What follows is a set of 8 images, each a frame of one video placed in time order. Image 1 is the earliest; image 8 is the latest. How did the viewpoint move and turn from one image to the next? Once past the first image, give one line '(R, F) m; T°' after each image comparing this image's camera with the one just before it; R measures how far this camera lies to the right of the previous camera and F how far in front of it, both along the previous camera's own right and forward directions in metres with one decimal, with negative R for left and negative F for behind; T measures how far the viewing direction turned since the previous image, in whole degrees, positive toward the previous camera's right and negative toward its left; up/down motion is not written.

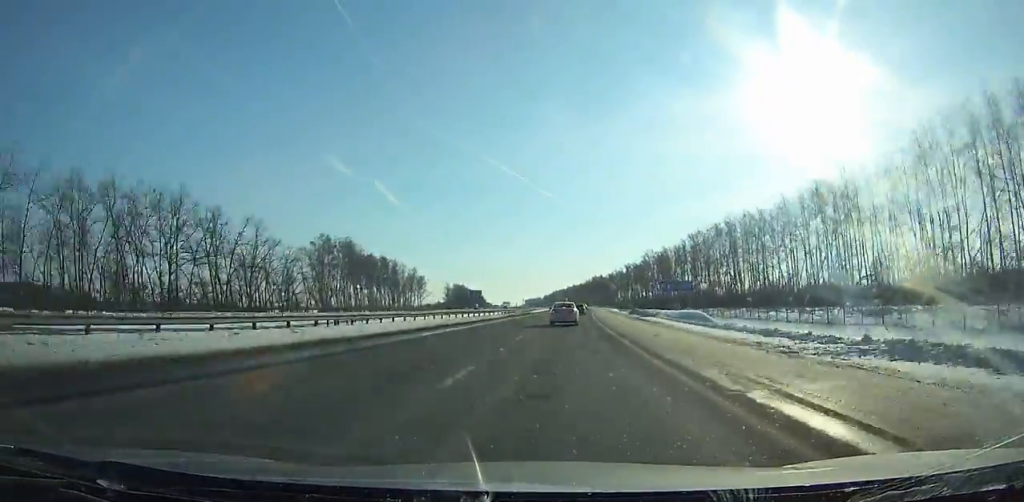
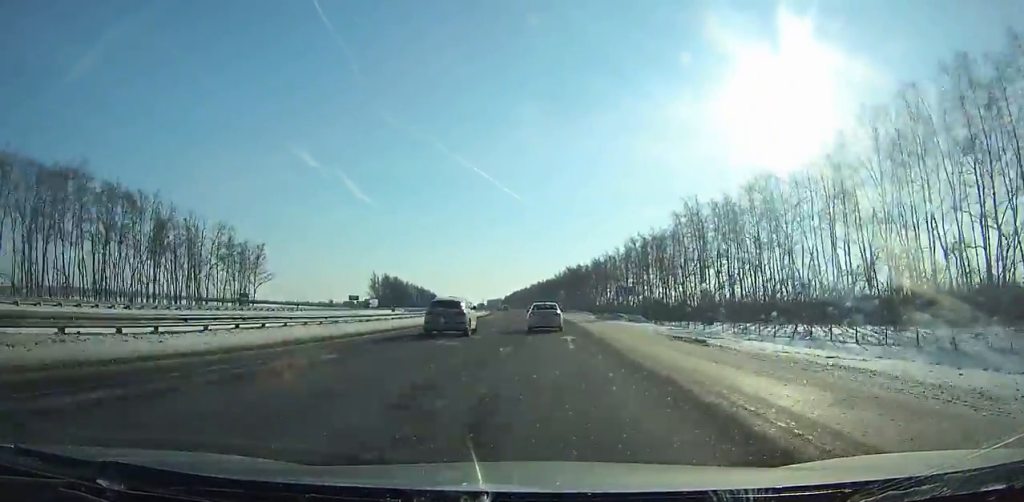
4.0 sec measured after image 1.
(+2.1, +105.3) m; 0°
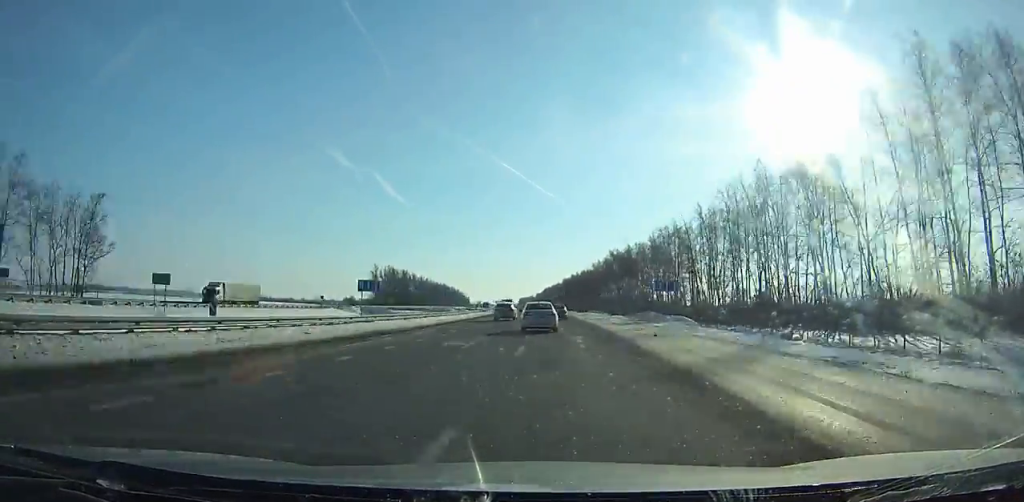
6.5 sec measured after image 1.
(-0.5, +63.9) m; -3°
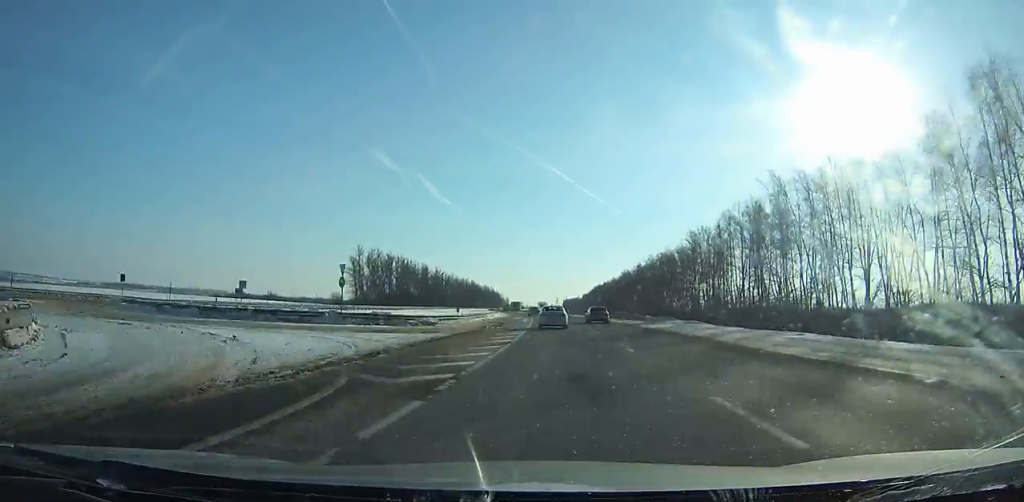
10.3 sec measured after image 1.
(-5.0, +97.7) m; -5°
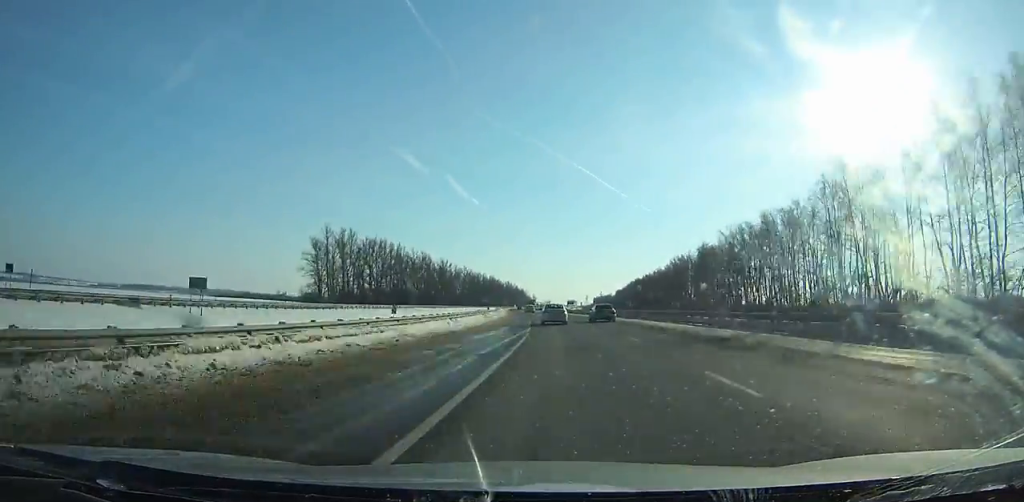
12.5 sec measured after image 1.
(-0.5, +58.1) m; -2°
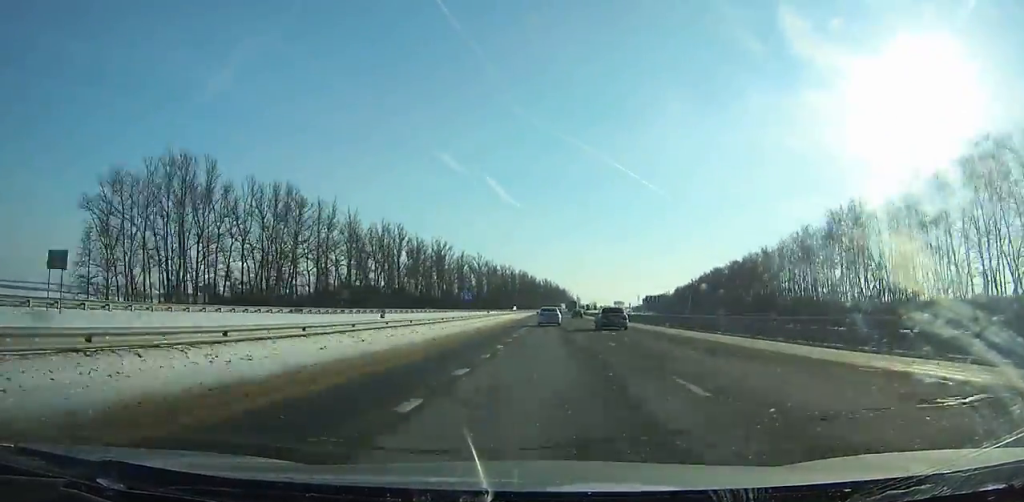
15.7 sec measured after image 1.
(-3.2, +87.9) m; -3°
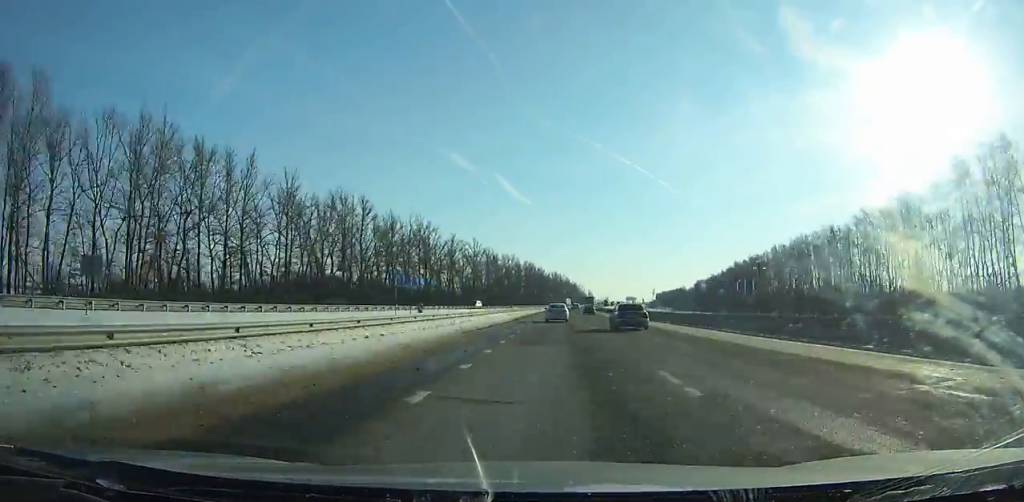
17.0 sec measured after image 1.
(-0.6, +36.9) m; 0°
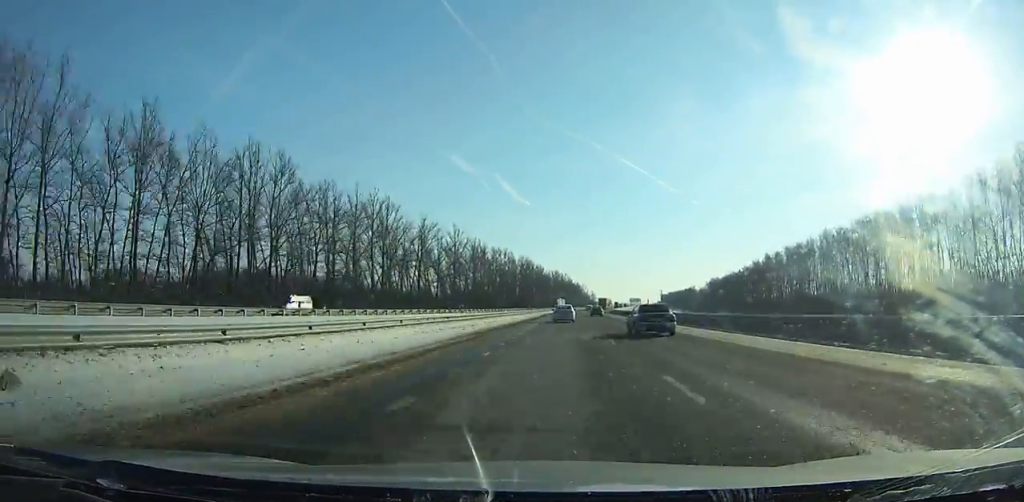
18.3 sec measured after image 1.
(-0.7, +36.9) m; 0°
